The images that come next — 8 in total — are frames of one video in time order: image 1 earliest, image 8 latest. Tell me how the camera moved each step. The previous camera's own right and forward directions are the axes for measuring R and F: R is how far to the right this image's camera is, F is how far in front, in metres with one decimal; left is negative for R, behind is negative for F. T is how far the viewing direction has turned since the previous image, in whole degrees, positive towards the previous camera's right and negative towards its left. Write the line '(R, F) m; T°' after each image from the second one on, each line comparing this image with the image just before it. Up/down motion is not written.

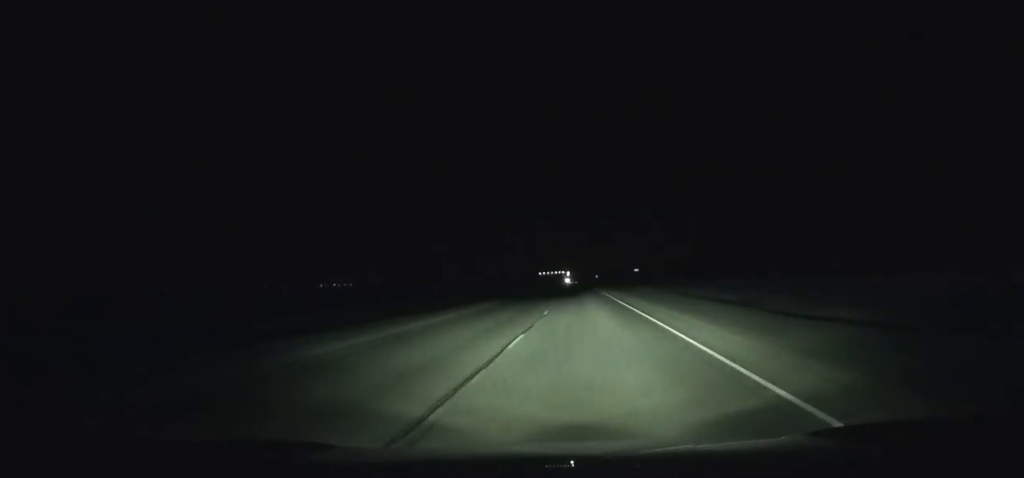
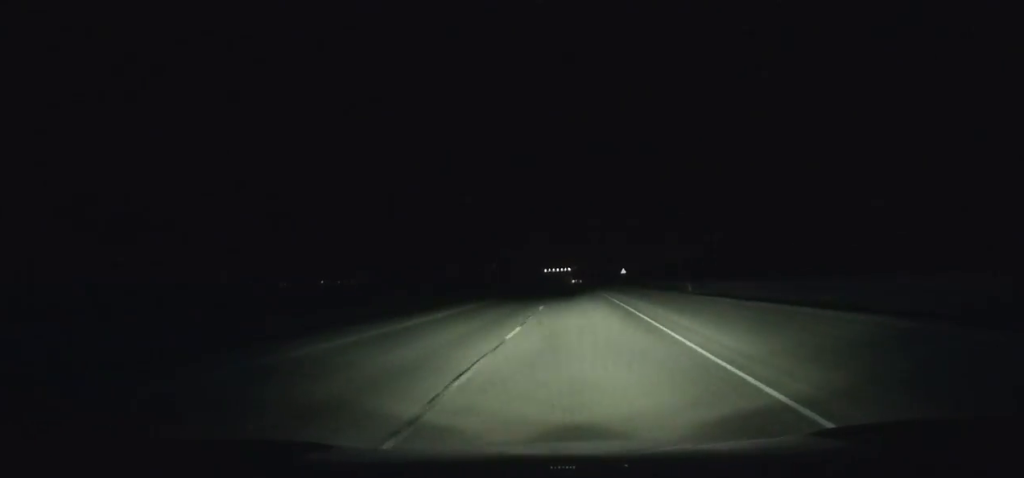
(-0.9, +95.3) m; -1°
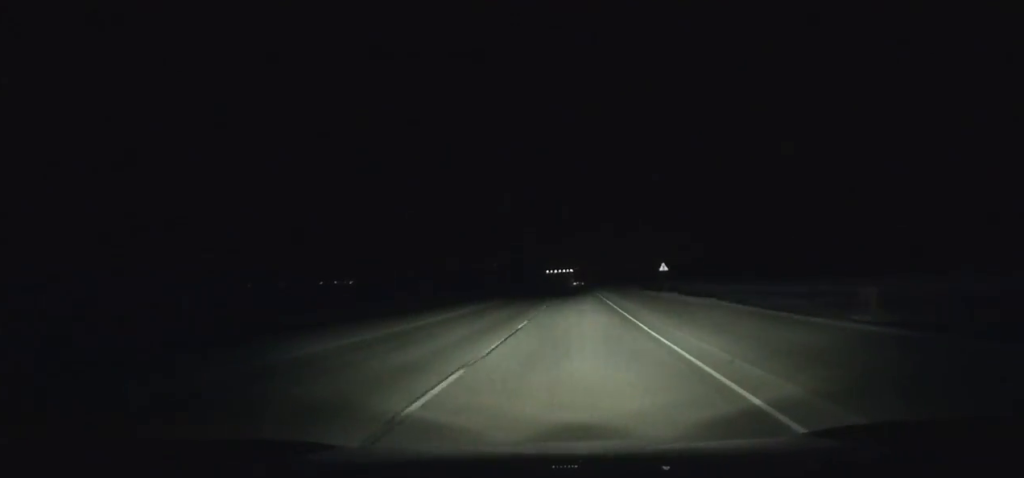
(-0.4, +43.9) m; 0°
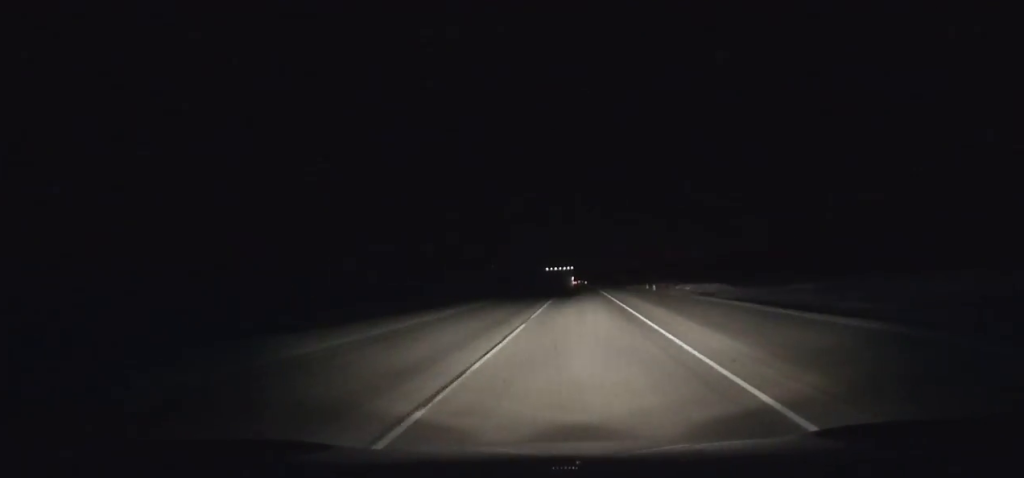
(-1.3, +149.1) m; -1°
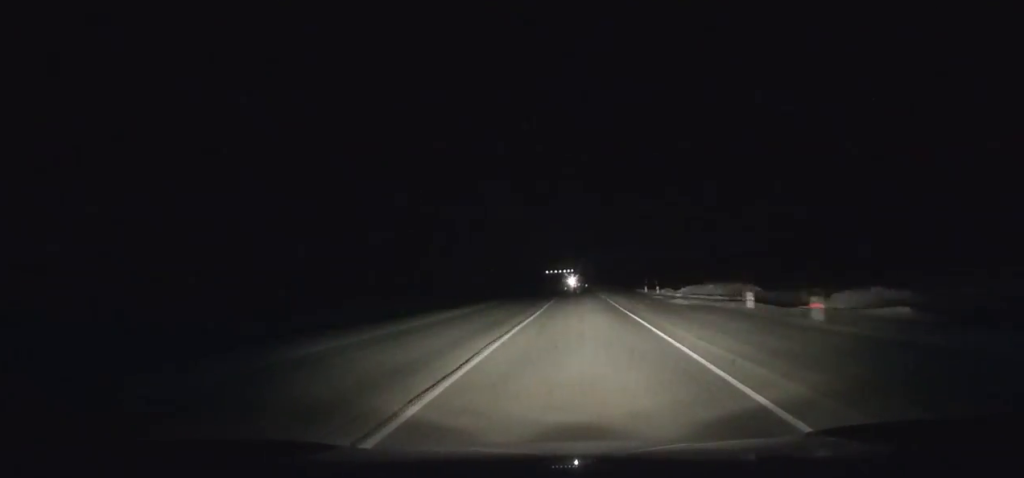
(-0.1, +33.3) m; 0°
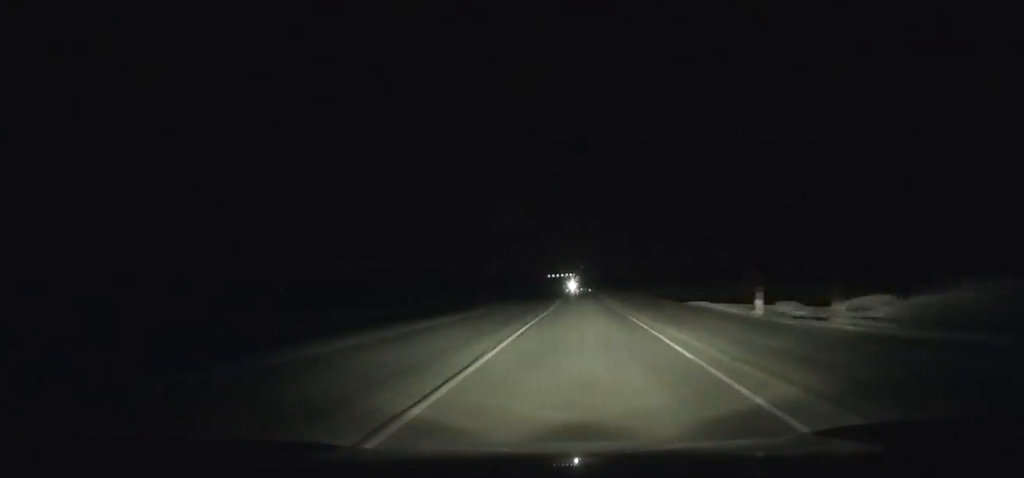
(0.0, +33.4) m; 0°
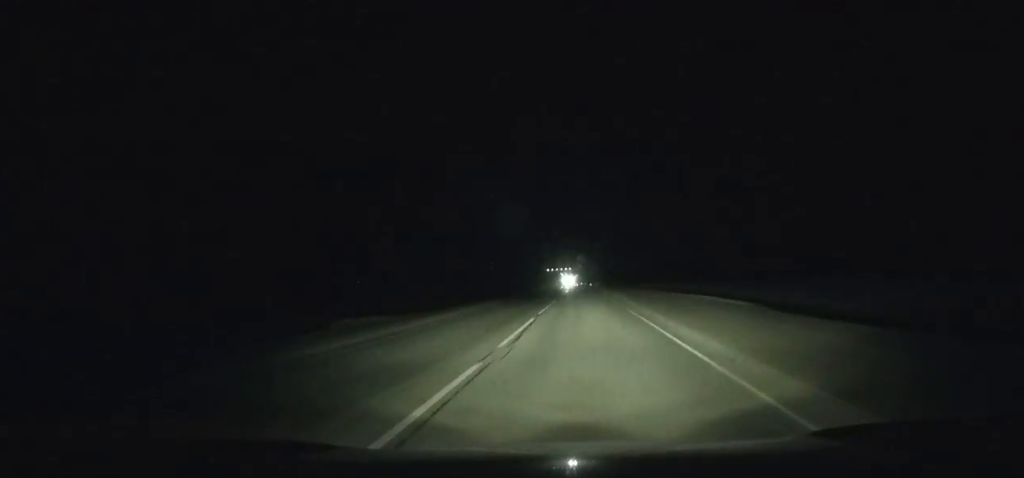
(0.0, +48.3) m; 0°
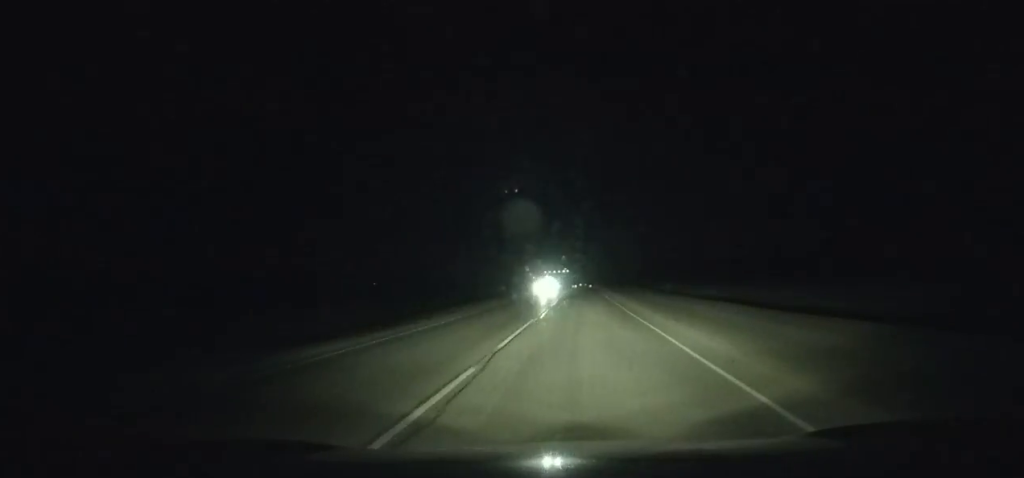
(0.0, +50.5) m; 0°
